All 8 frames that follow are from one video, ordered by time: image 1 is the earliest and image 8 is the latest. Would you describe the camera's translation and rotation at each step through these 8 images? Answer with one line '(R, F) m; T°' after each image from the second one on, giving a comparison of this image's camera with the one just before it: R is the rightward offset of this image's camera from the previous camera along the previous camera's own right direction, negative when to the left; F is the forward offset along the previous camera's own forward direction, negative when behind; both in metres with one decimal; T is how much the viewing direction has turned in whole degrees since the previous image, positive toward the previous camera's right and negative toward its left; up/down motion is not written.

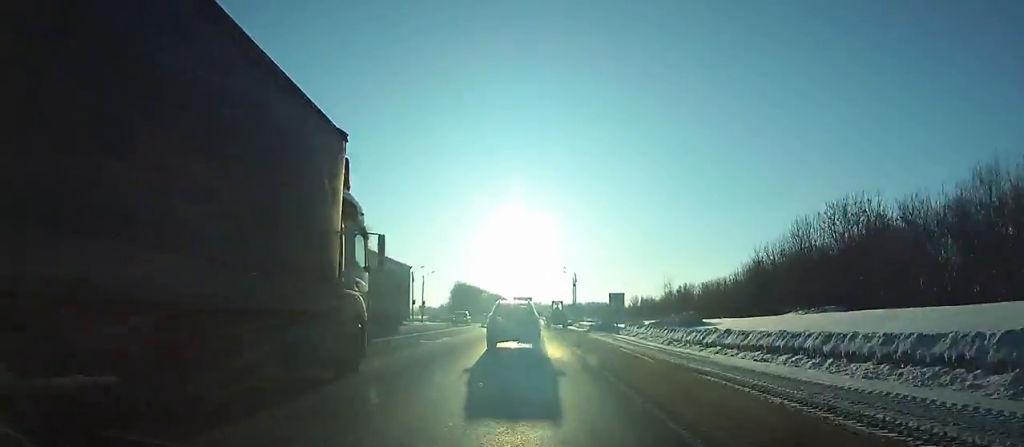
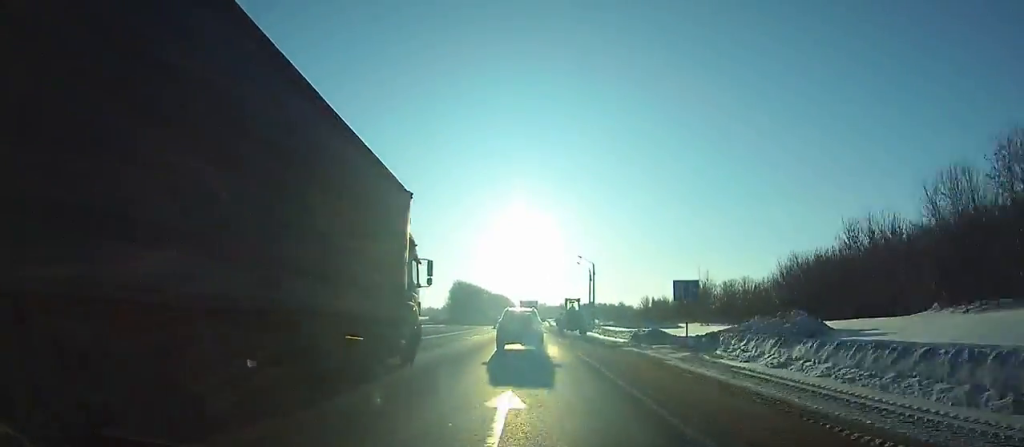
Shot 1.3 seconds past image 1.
(-0.1, +18.8) m; 0°
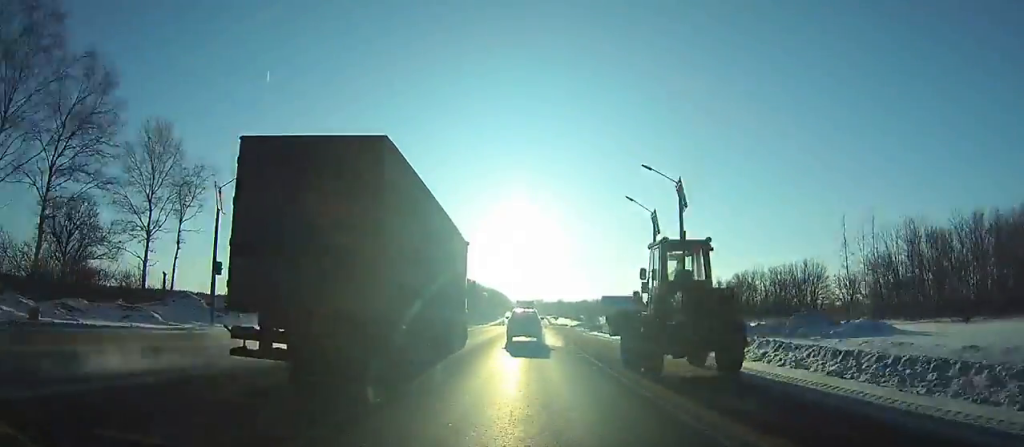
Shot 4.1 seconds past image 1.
(-0.3, +40.7) m; -1°
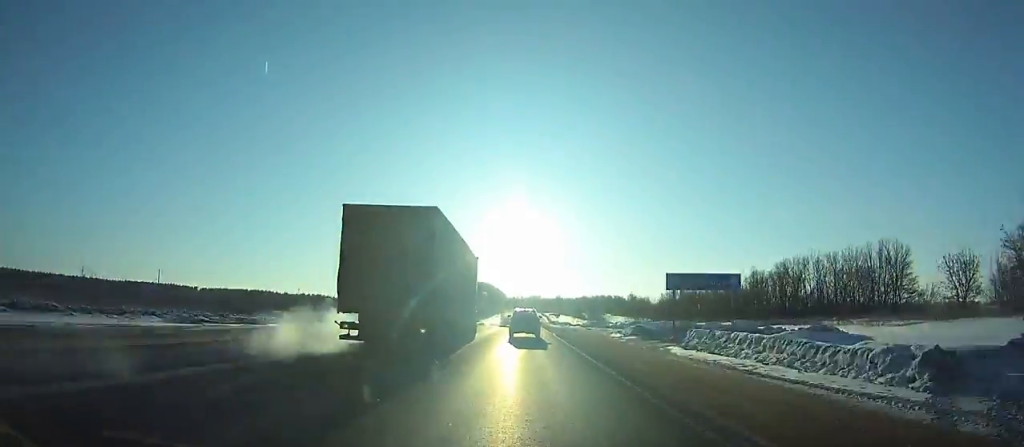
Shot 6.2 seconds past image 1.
(-0.1, +31.0) m; 0°
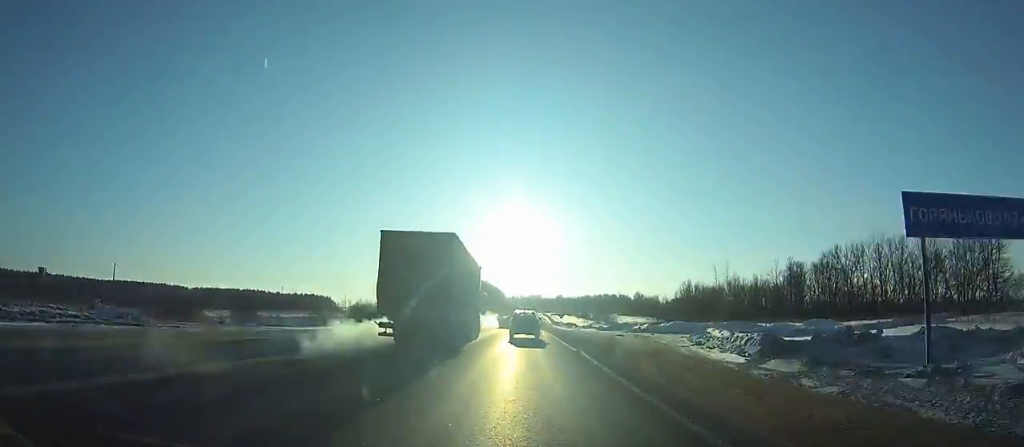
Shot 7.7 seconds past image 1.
(0.0, +22.9) m; 0°
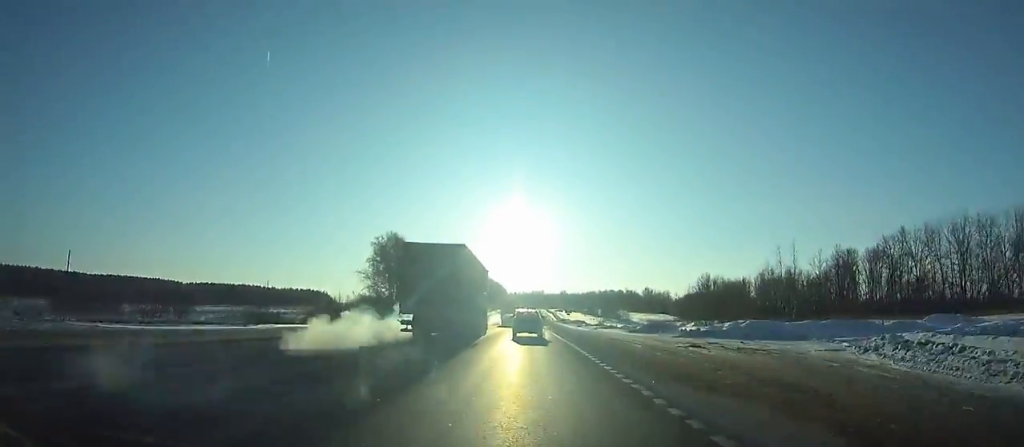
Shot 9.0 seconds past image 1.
(0.0, +20.0) m; 0°
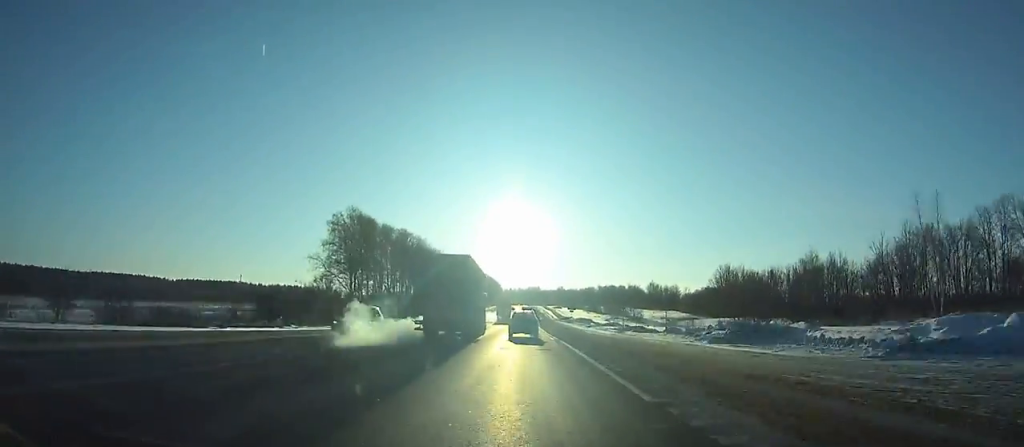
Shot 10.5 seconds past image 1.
(0.0, +23.8) m; 0°
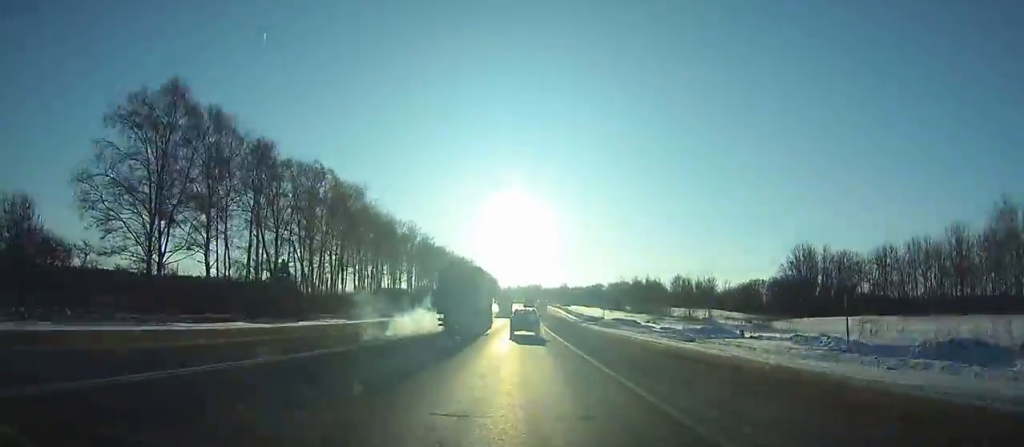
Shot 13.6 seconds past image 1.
(+0.1, +50.6) m; +1°
